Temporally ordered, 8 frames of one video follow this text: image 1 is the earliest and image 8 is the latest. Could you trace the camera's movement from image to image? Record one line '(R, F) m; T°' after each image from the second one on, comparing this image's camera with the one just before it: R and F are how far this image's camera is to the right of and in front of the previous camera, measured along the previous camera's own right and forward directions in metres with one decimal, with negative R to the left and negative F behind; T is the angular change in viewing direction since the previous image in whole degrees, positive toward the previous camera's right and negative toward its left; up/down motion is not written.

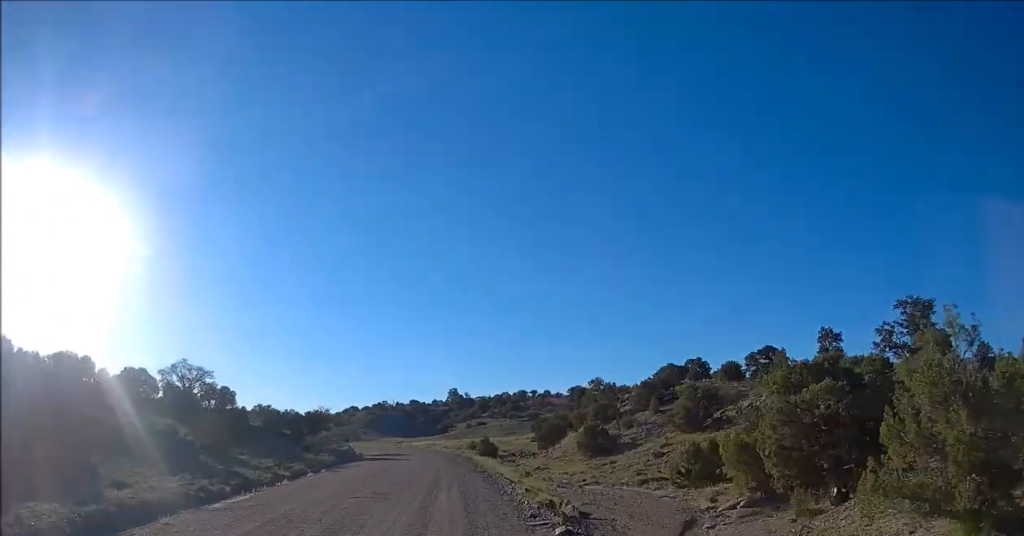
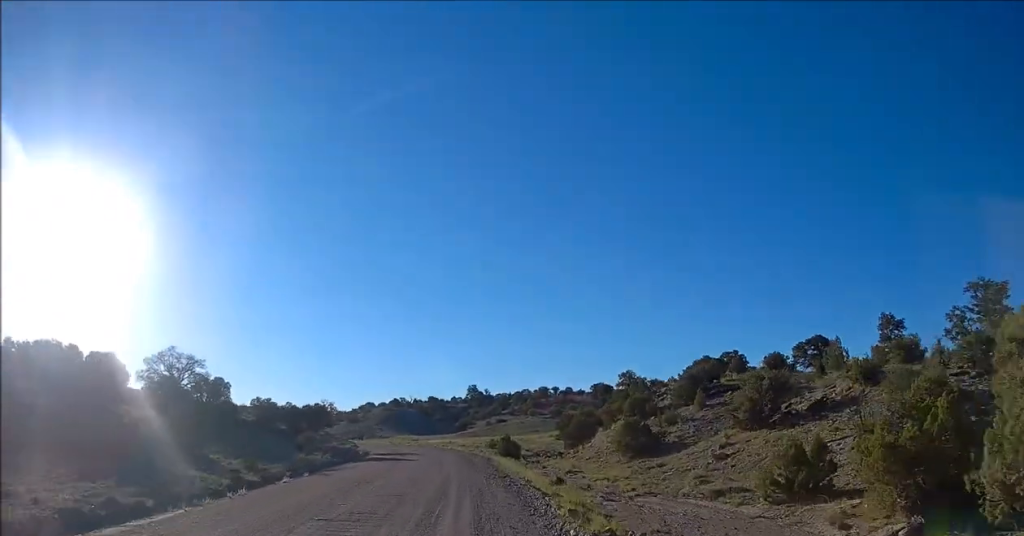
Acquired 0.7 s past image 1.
(0.0, +7.0) m; 0°
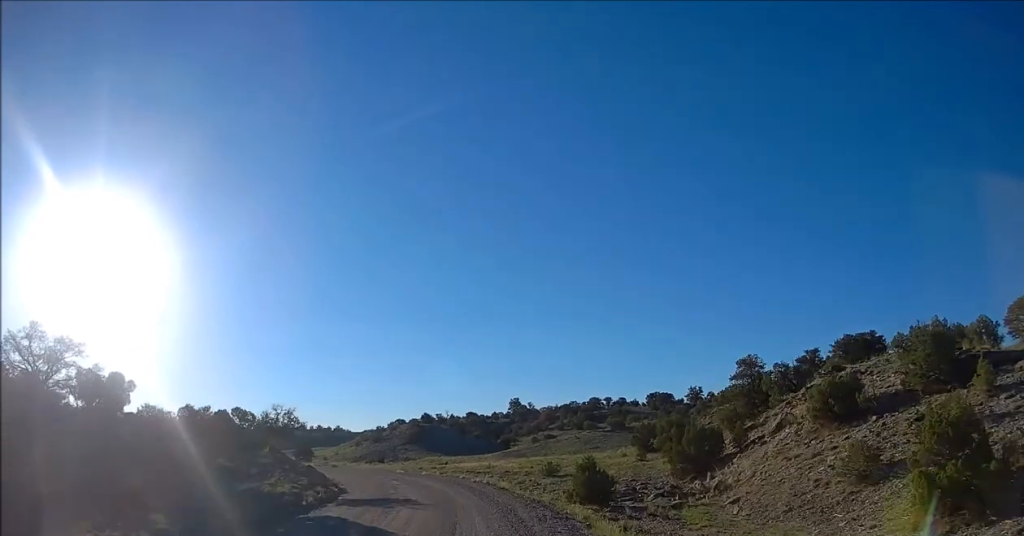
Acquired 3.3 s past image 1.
(-0.7, +26.6) m; -3°
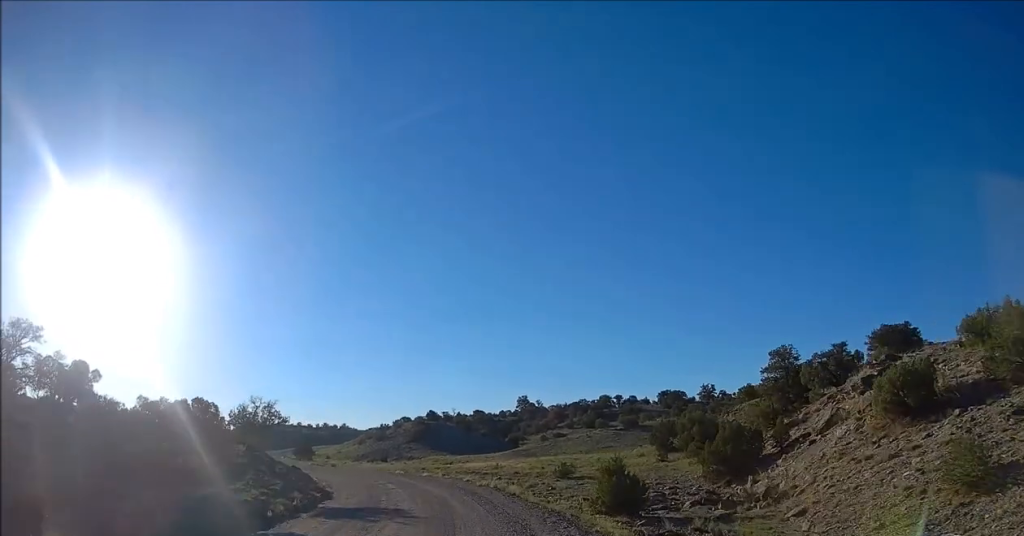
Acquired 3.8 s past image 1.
(0.0, +5.0) m; -1°
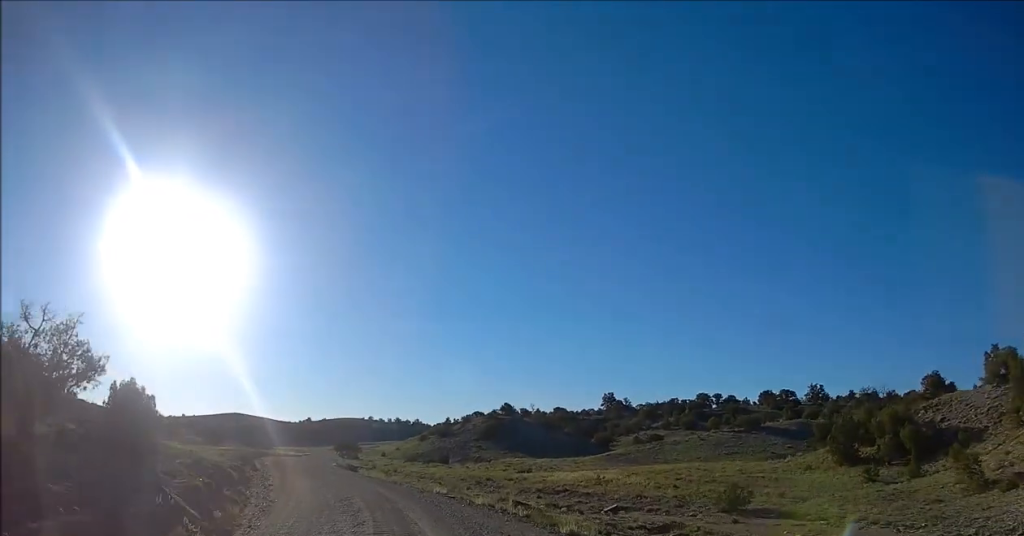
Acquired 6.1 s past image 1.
(-1.3, +22.8) m; -8°
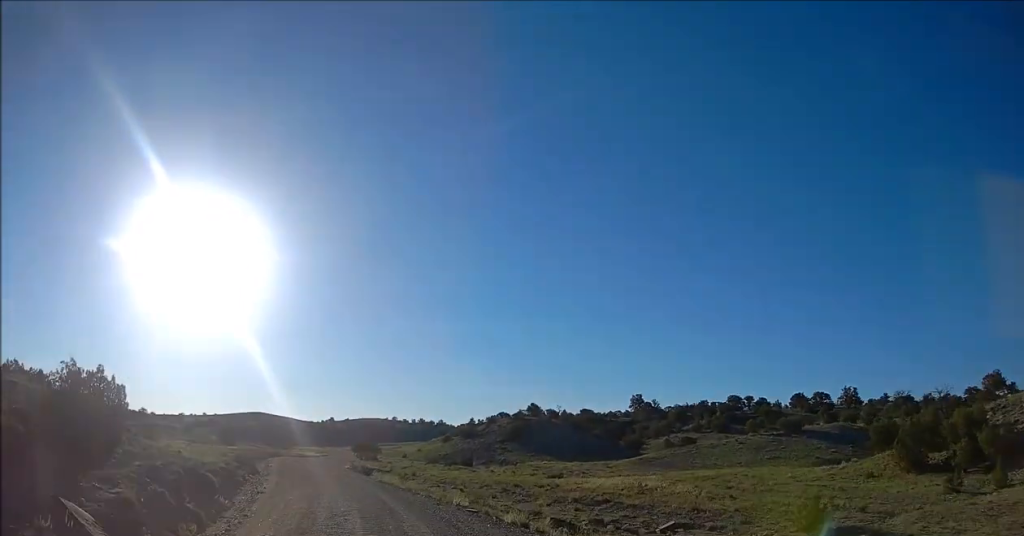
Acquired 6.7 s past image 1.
(-0.2, +5.7) m; -2°
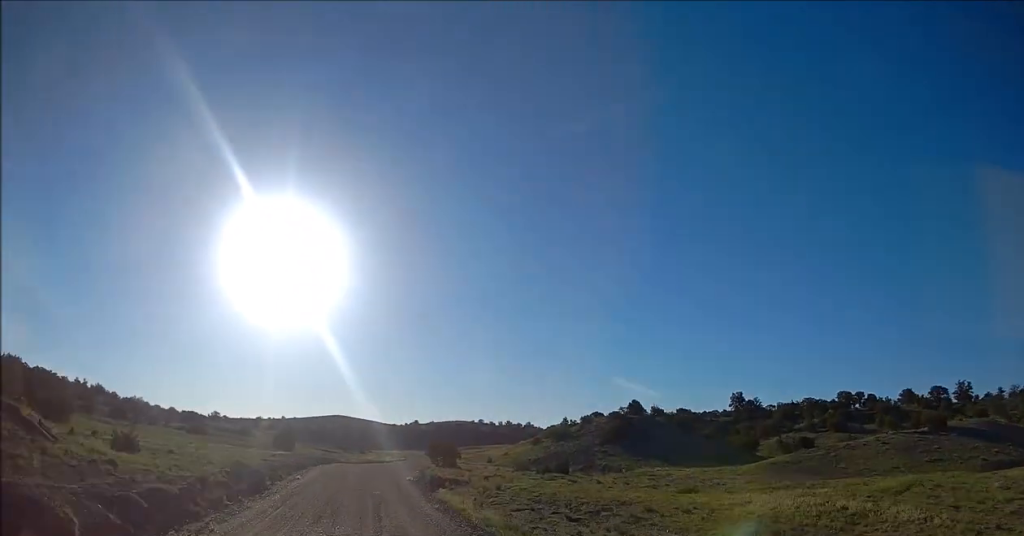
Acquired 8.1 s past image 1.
(-0.7, +14.5) m; -7°
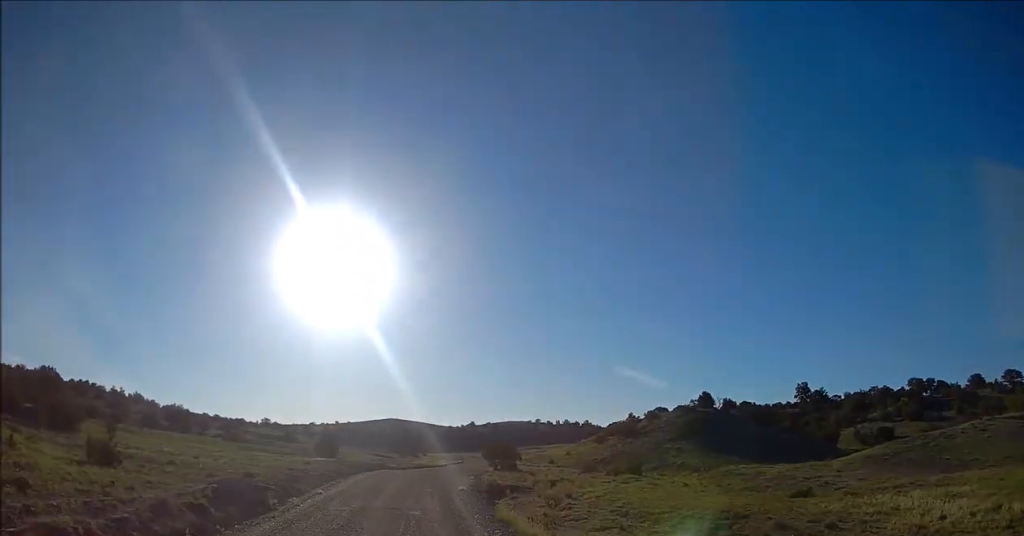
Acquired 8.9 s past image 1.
(-0.3, +7.7) m; -4°
